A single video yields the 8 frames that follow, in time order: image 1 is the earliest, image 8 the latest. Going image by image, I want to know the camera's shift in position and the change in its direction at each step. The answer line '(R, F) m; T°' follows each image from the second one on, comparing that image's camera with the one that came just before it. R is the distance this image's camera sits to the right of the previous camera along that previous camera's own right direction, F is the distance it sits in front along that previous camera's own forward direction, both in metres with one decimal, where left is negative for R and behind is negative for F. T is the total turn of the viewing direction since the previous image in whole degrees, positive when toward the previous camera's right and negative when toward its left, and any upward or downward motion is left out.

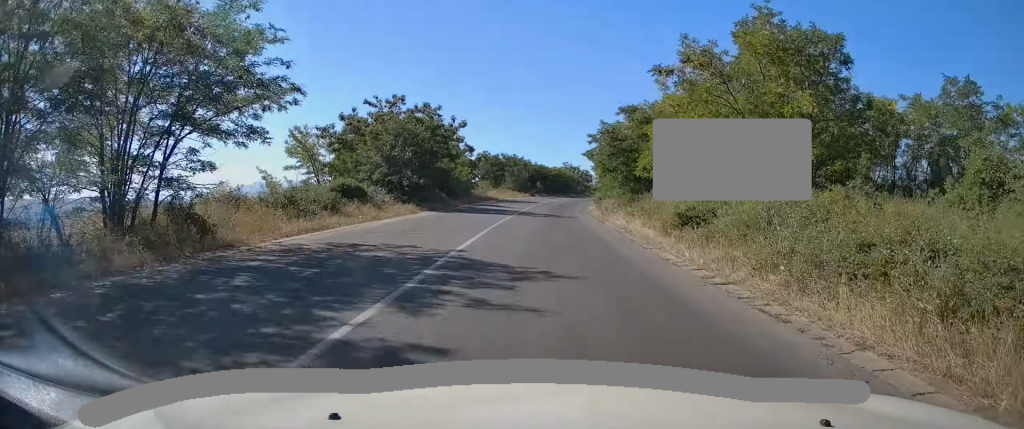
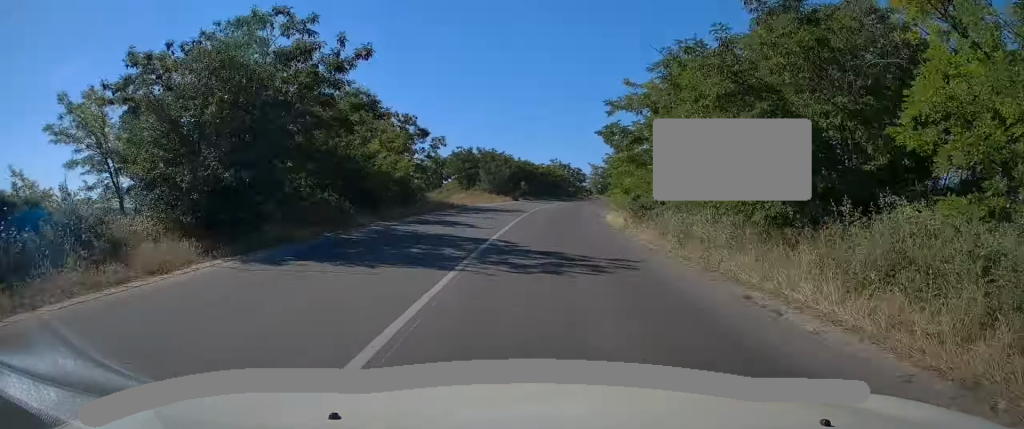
(+0.2, +18.4) m; +2°
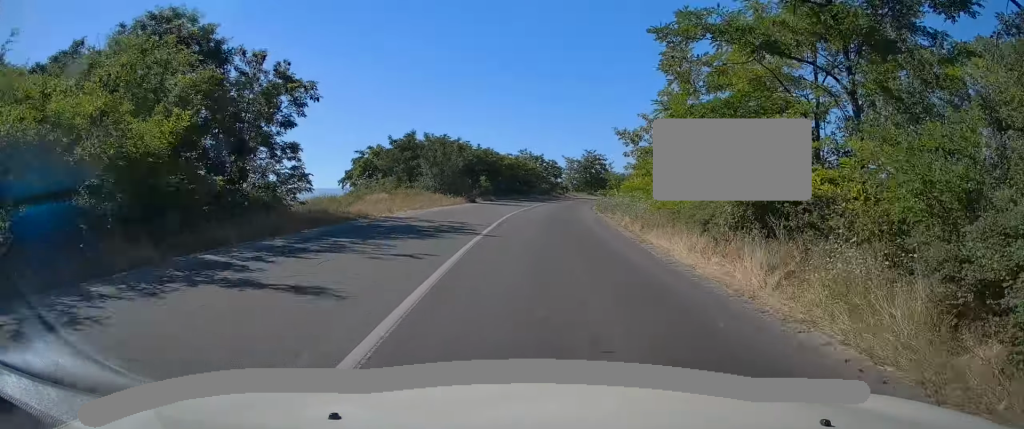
(+0.4, +18.2) m; +3°
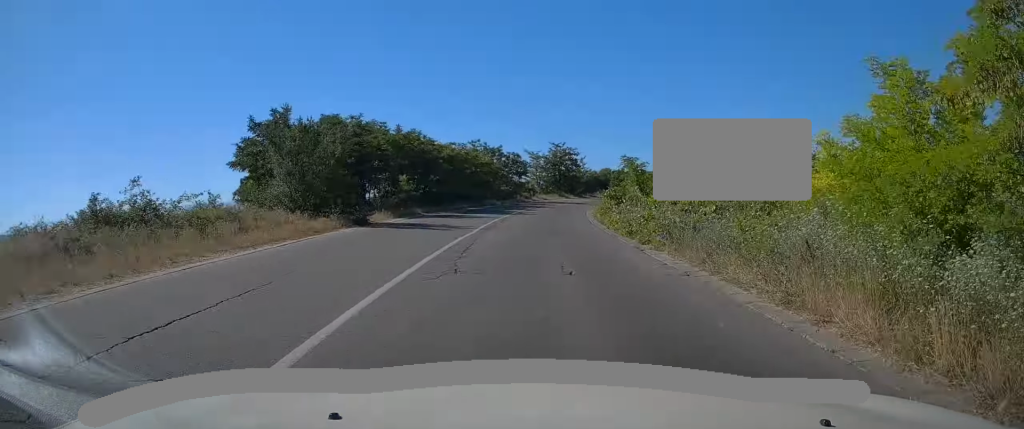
(+0.5, +21.1) m; +4°
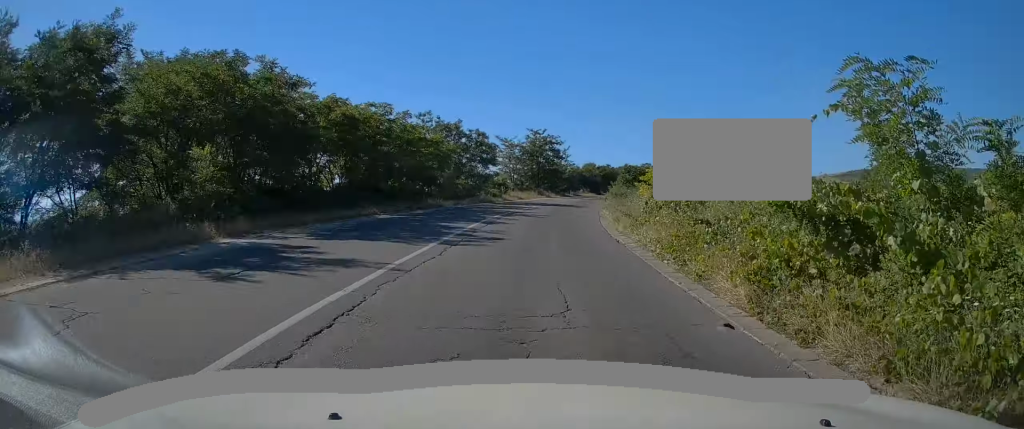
(+0.6, +18.9) m; +3°
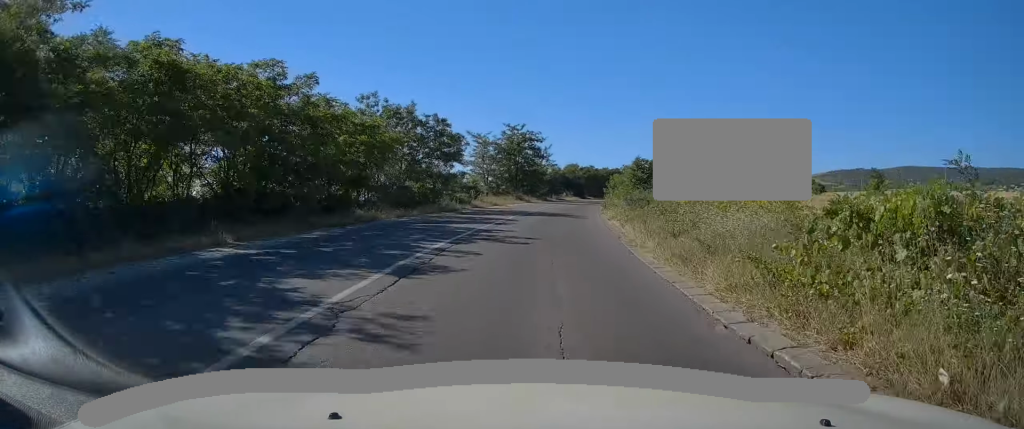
(+0.2, +10.4) m; +2°
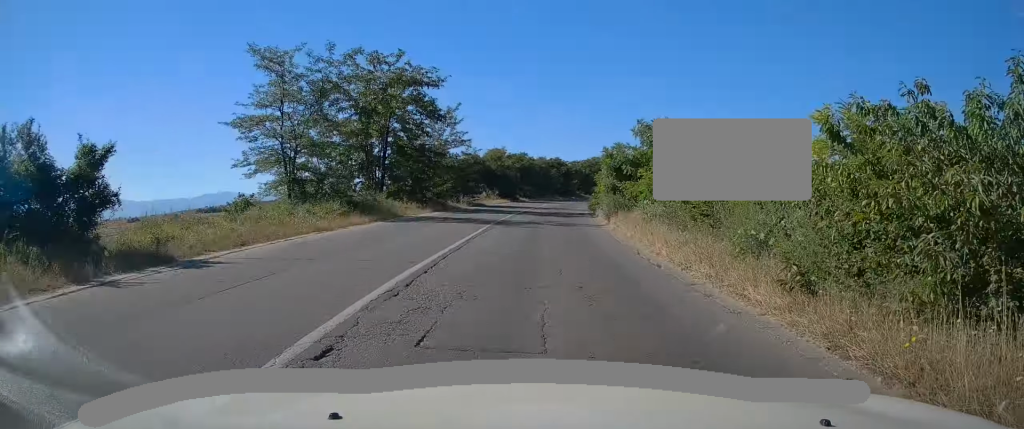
(+2.2, +38.7) m; +6°
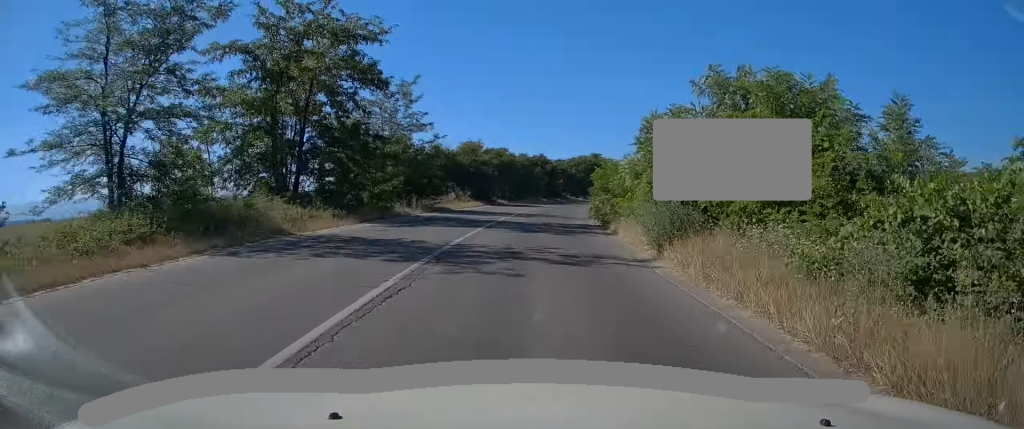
(0.0, +11.0) m; +1°
